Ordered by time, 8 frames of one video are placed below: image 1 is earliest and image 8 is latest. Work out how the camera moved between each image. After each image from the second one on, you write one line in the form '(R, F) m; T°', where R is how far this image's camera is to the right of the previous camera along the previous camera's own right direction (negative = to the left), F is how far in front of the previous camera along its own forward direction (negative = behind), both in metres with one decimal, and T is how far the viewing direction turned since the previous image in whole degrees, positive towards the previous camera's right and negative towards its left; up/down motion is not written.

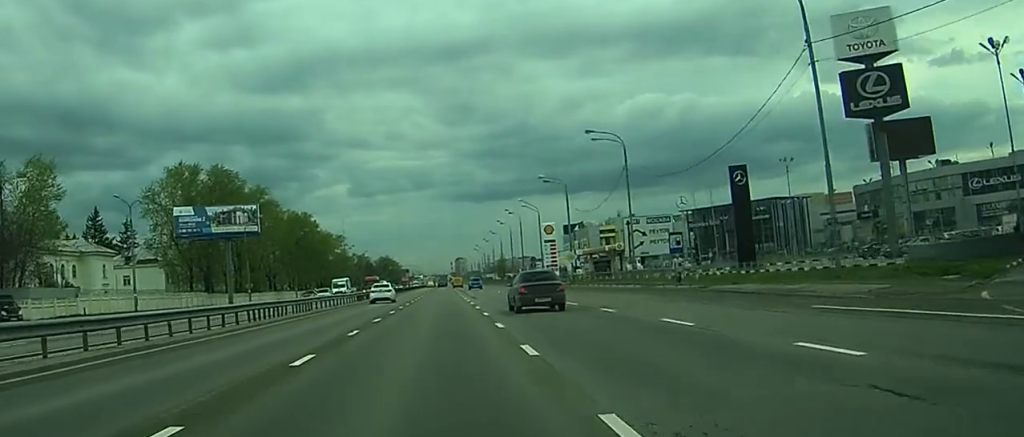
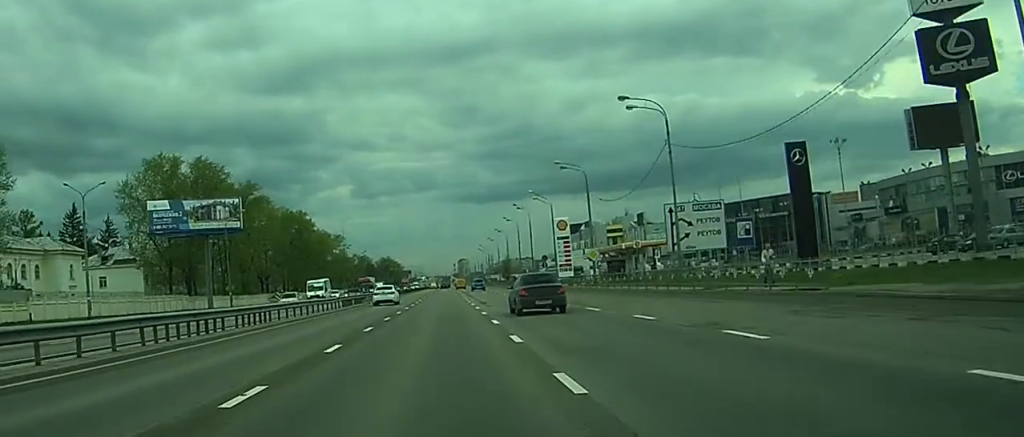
(0.0, +12.8) m; 0°
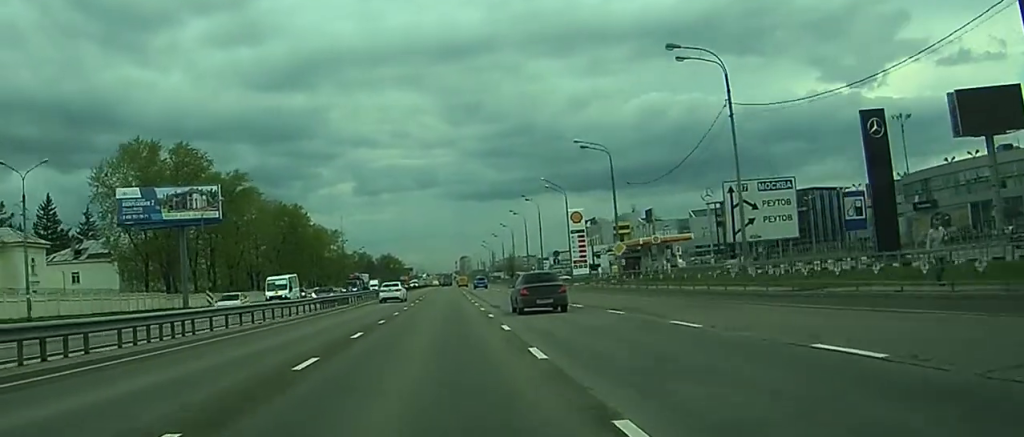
(0.0, +12.1) m; 0°
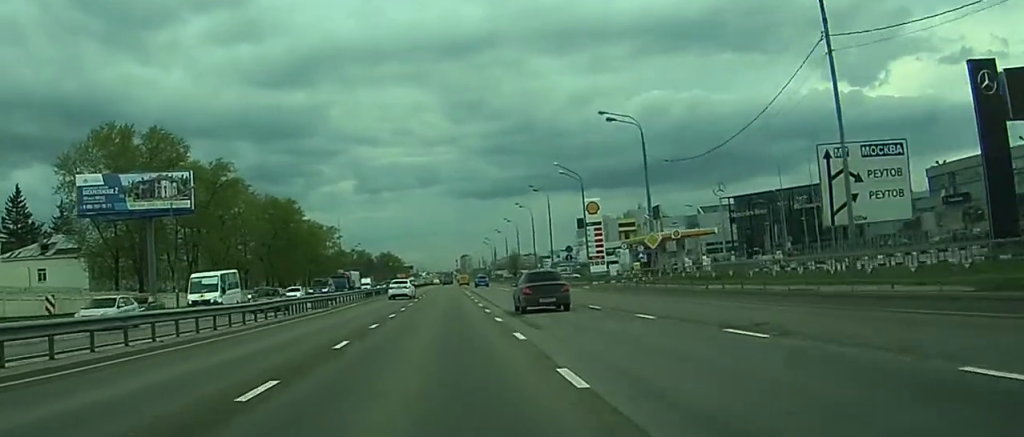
(+0.1, +12.1) m; 0°
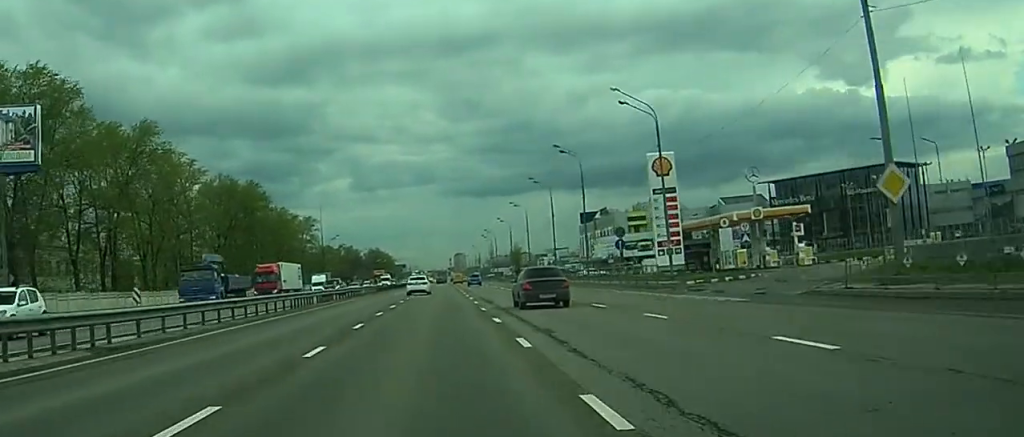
(-0.1, +35.6) m; -1°
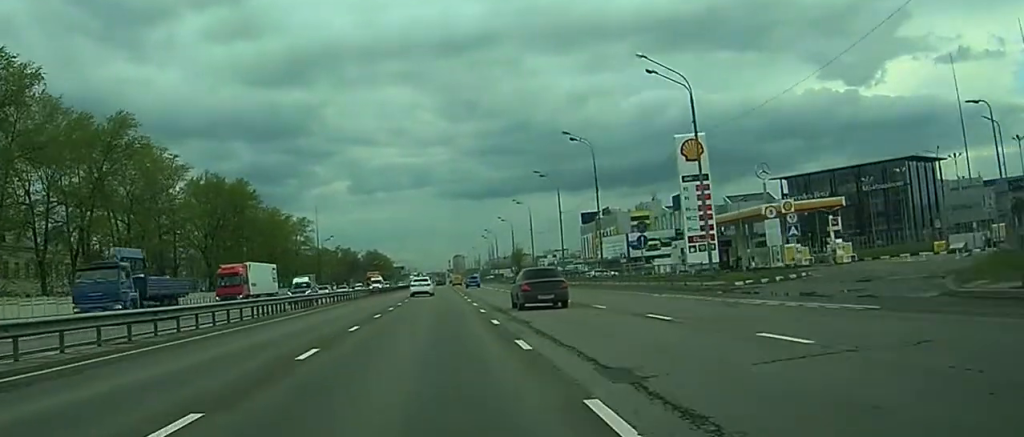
(0.0, +8.7) m; 0°
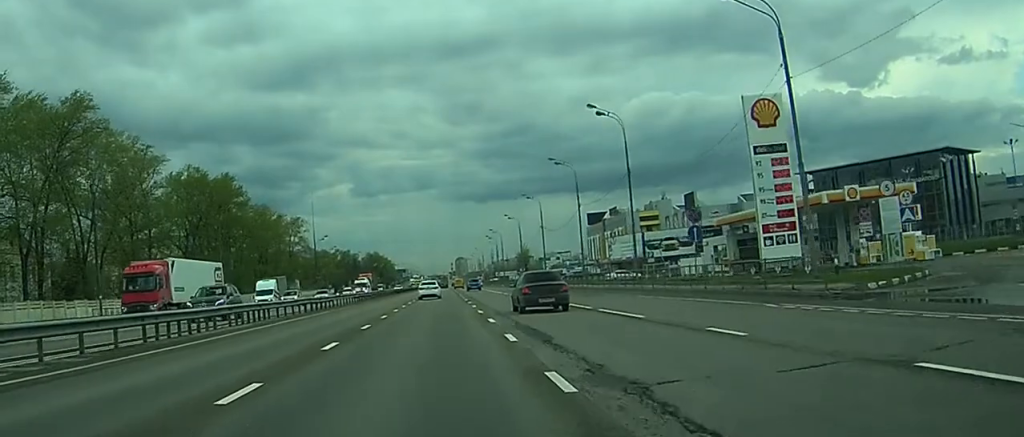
(0.0, +13.3) m; 0°
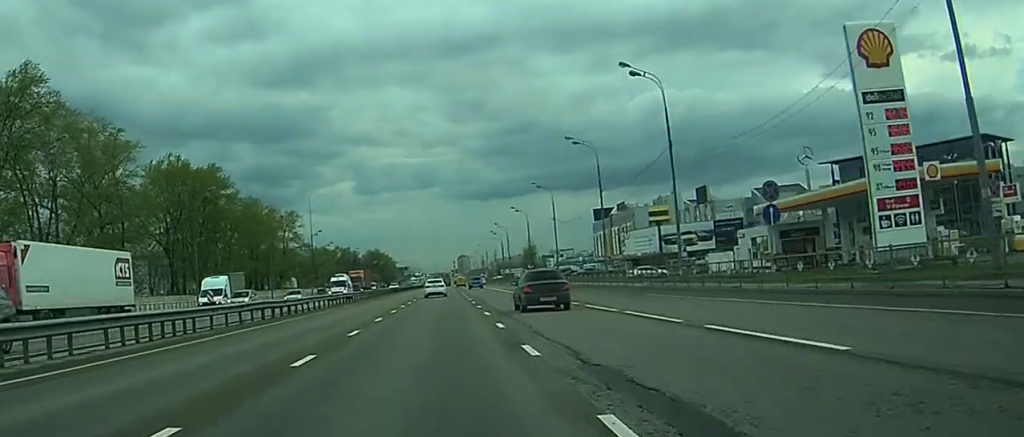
(0.0, +11.9) m; 0°
